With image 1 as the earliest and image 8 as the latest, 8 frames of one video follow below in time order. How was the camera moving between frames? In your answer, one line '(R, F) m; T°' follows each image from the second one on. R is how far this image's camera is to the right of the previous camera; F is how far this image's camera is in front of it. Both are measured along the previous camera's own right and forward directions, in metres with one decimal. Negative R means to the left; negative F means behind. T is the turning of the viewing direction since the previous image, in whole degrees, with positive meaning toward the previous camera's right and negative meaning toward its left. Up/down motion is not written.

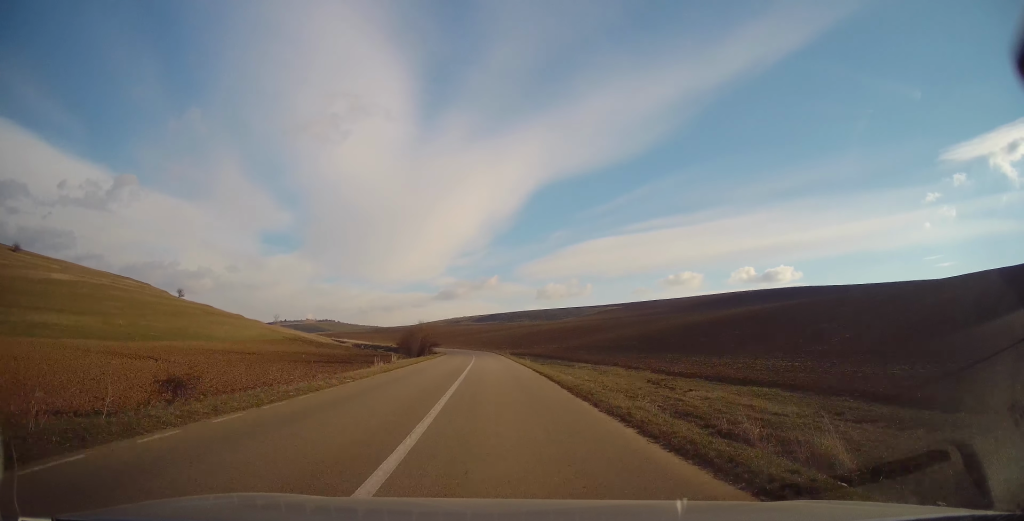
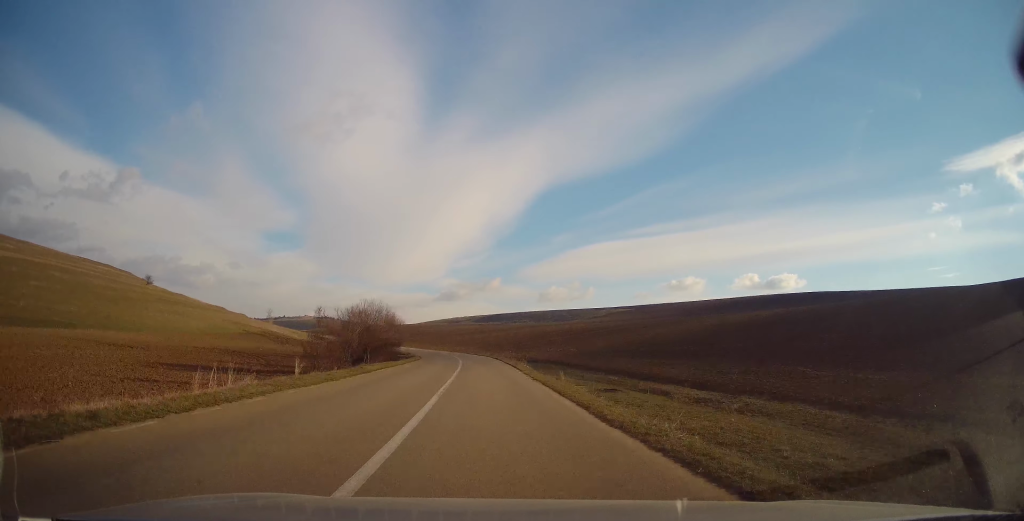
(+0.4, +30.6) m; 0°
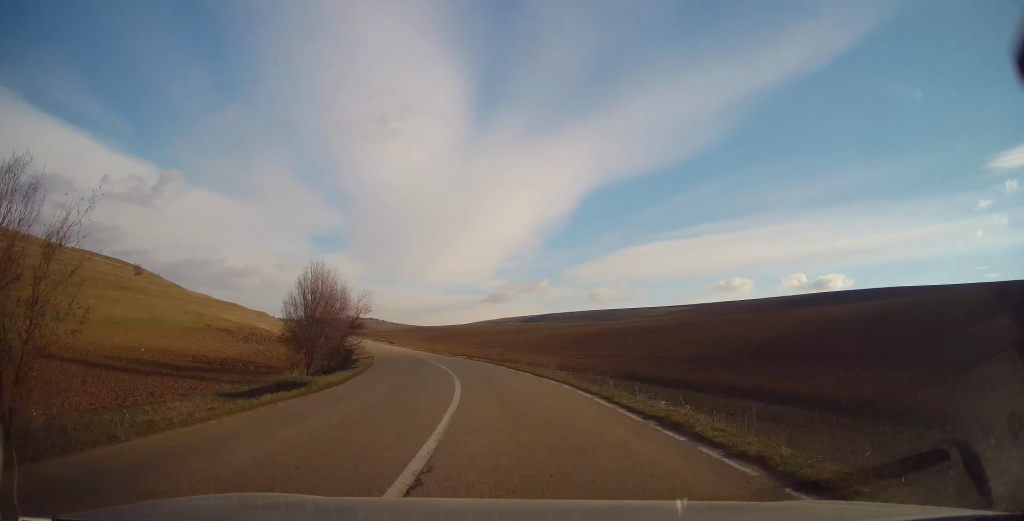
(-0.8, +41.8) m; -5°
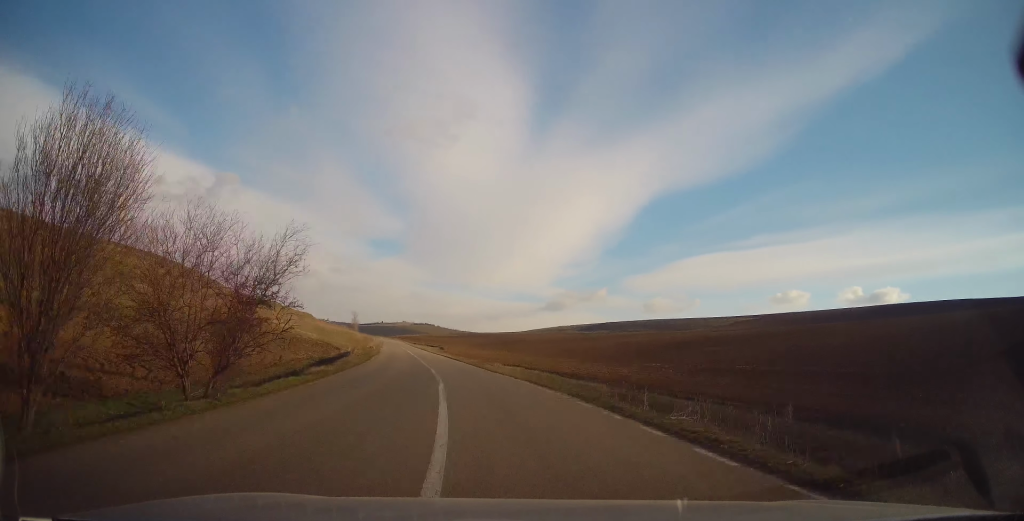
(-1.0, +20.0) m; -5°
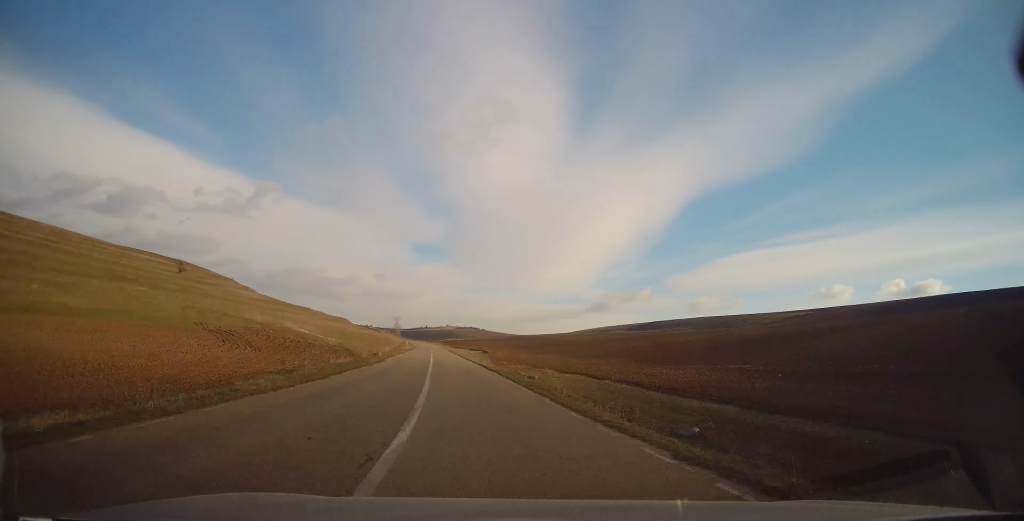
(-0.6, +16.2) m; -4°
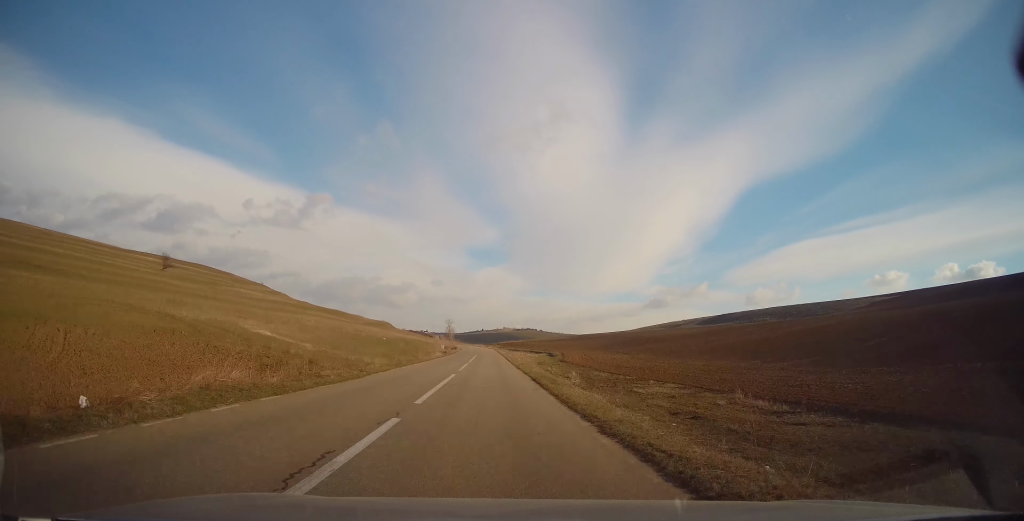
(-3.2, +39.4) m; -7°
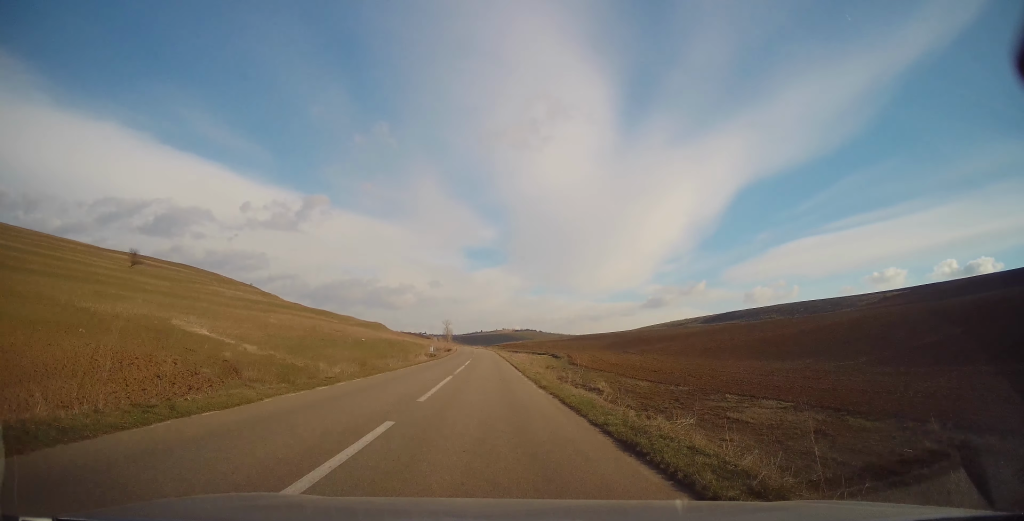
(-0.2, +13.8) m; -1°
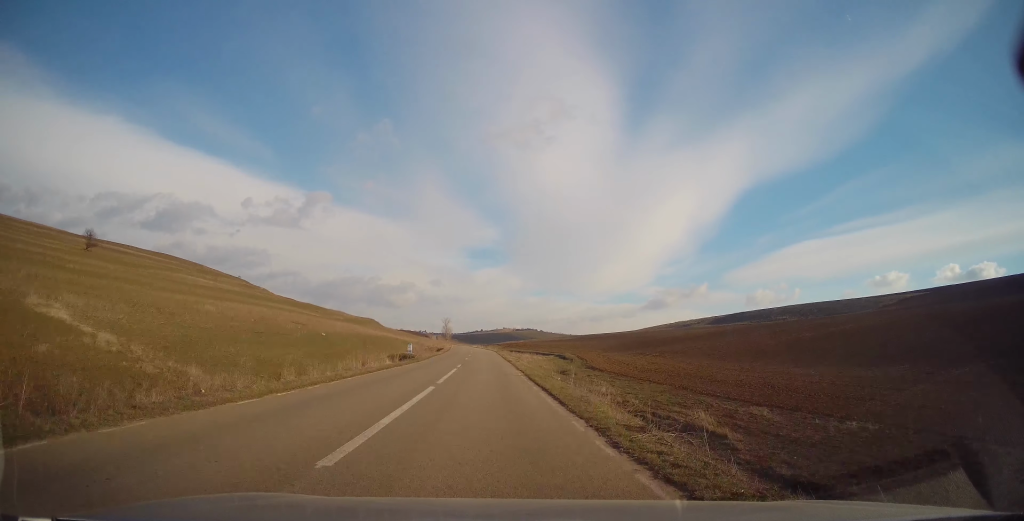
(-0.2, +18.4) m; 0°
